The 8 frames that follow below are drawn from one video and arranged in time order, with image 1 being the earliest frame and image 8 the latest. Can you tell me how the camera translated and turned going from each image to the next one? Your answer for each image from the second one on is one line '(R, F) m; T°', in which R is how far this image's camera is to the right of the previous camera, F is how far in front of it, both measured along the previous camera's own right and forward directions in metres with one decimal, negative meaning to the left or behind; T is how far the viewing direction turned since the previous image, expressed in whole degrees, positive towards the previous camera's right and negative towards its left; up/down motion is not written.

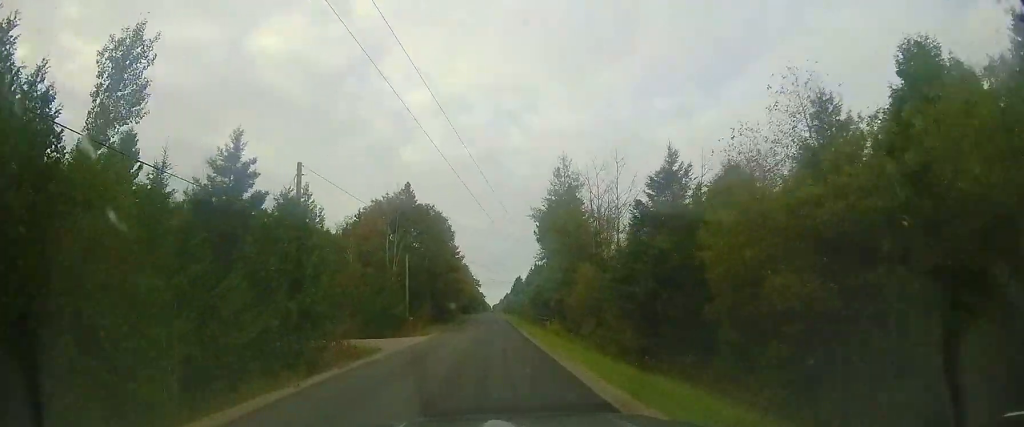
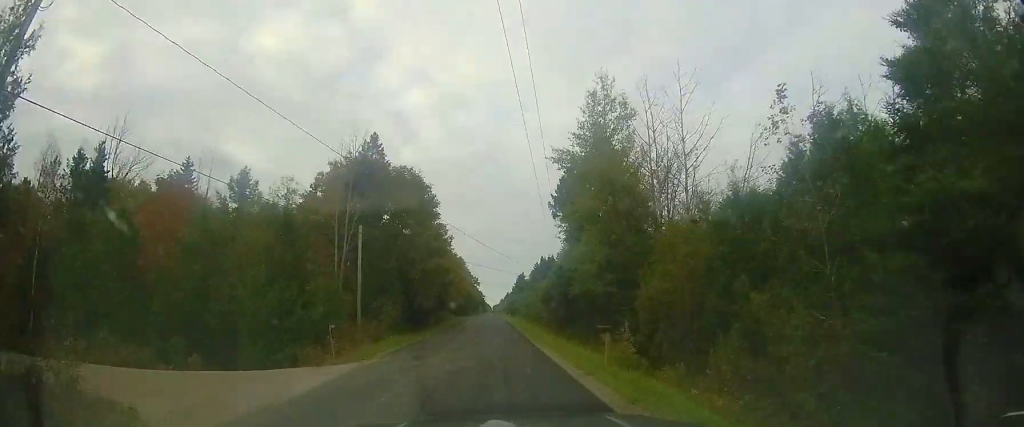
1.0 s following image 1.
(-0.1, +15.6) m; 0°
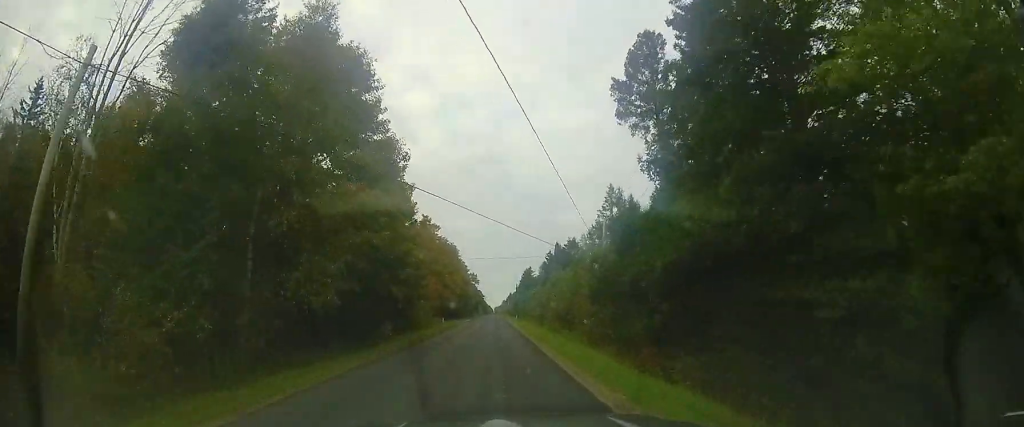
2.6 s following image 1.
(+0.1, +22.2) m; -1°
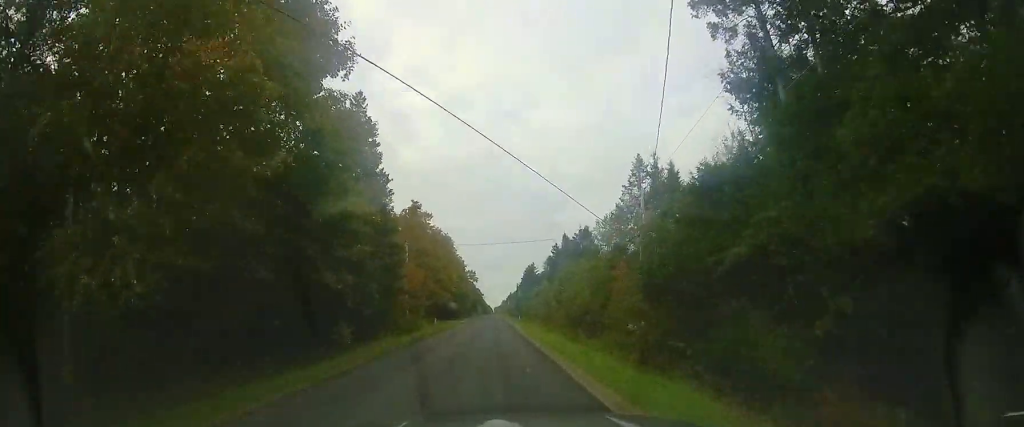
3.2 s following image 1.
(-0.1, +8.6) m; -1°
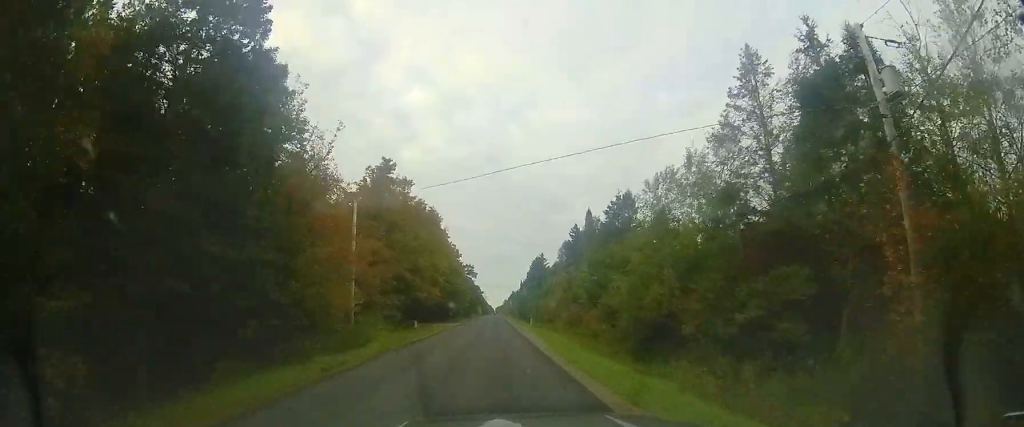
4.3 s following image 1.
(+0.1, +16.7) m; +2°
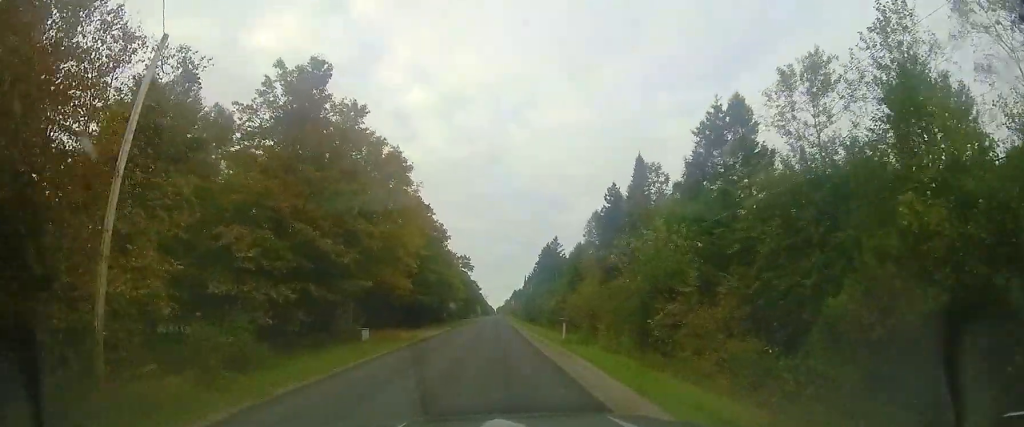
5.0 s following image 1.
(+0.2, +10.2) m; +1°
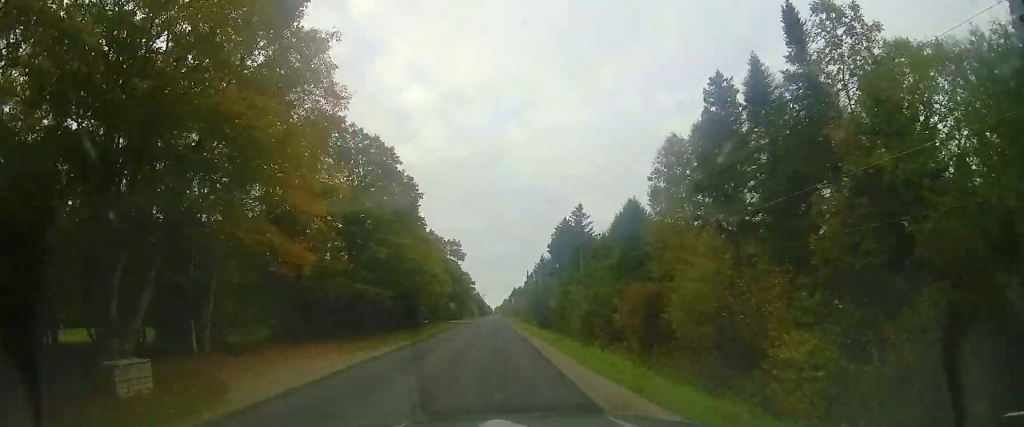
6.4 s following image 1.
(0.0, +22.1) m; -1°
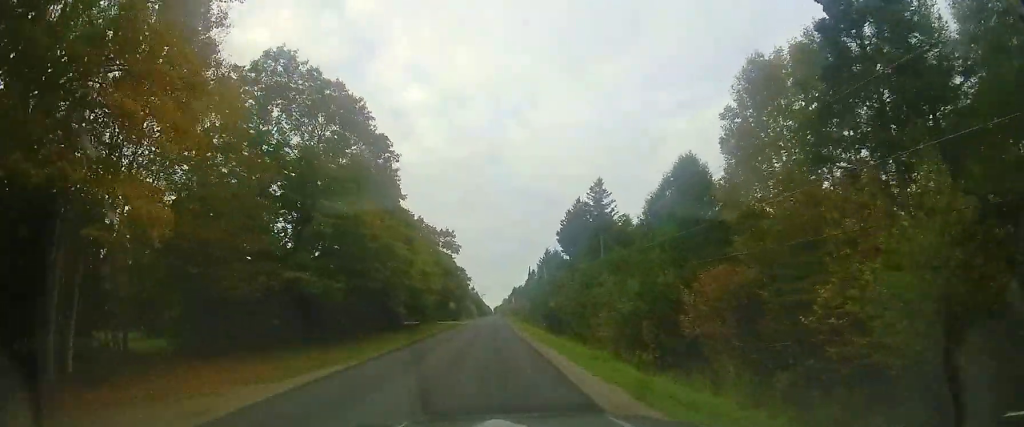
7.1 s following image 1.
(-0.1, +11.0) m; -1°
